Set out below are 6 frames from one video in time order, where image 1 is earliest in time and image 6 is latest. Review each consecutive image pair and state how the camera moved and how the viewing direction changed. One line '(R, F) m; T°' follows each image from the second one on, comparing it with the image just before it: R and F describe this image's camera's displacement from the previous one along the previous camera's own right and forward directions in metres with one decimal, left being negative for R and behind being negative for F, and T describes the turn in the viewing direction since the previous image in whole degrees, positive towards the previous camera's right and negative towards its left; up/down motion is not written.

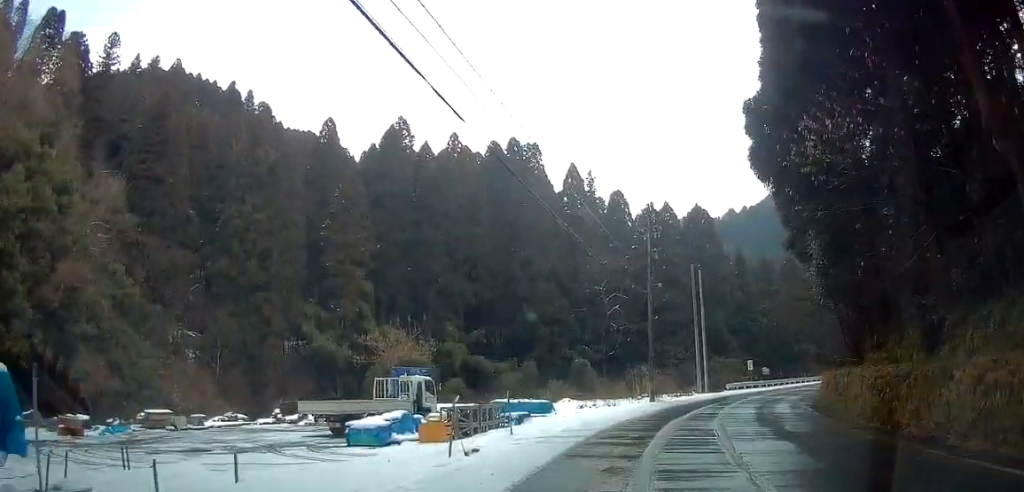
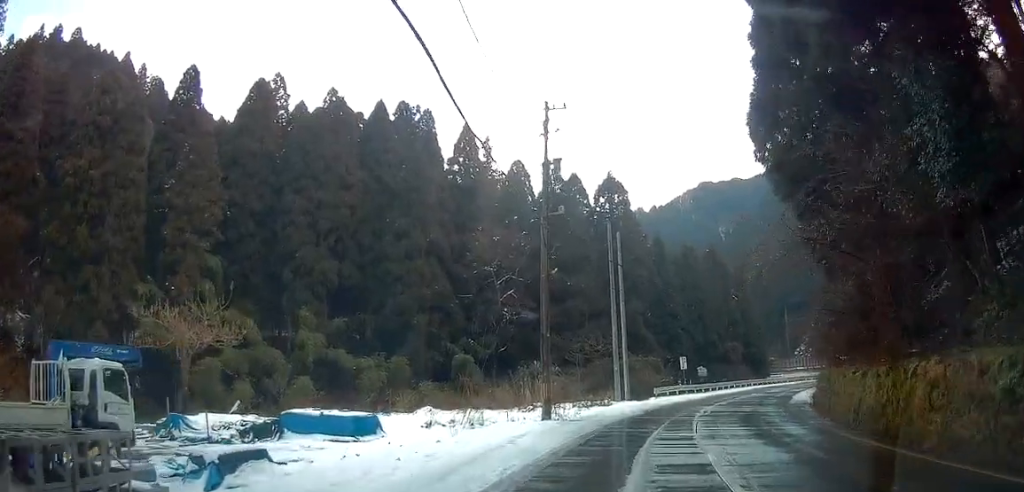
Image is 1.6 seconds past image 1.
(+0.7, +16.7) m; +8°
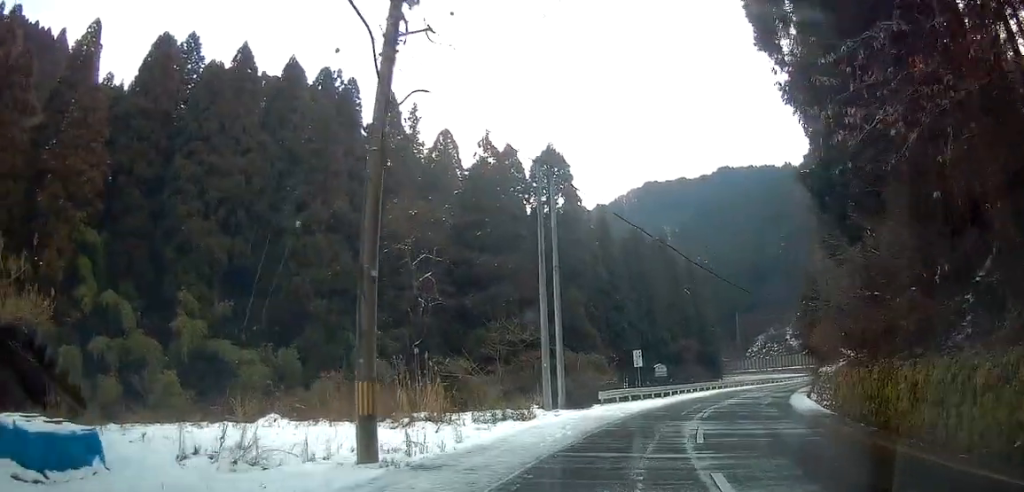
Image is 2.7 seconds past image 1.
(+1.0, +12.6) m; +7°
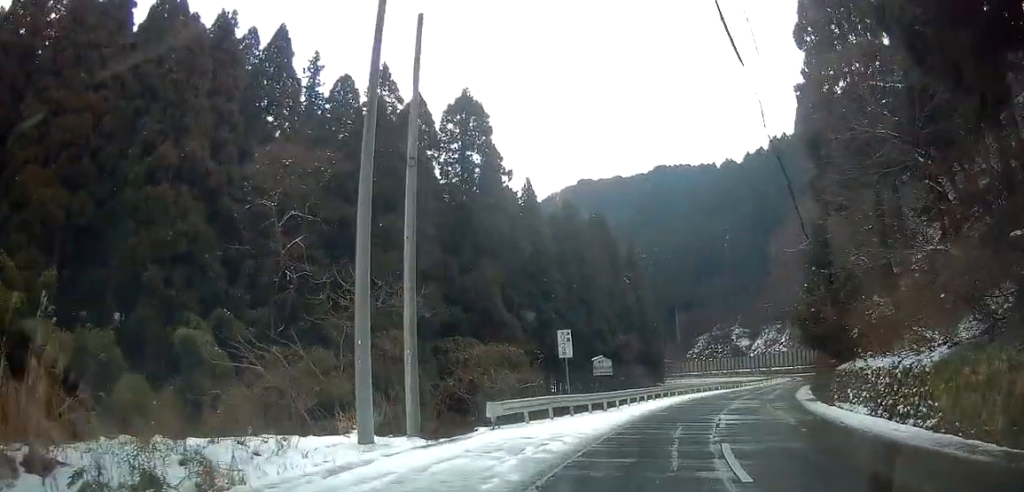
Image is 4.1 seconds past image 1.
(+0.9, +16.1) m; +6°
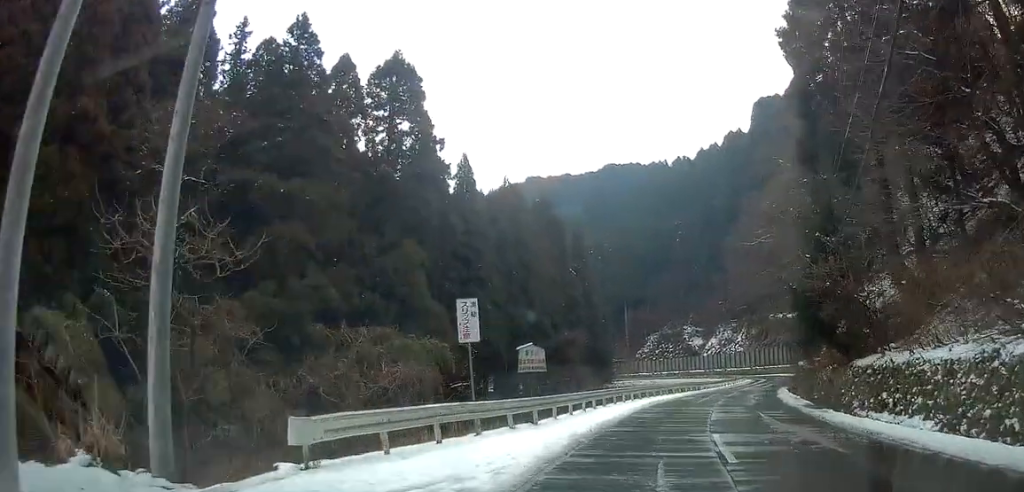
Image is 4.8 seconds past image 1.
(+0.2, +8.3) m; +4°
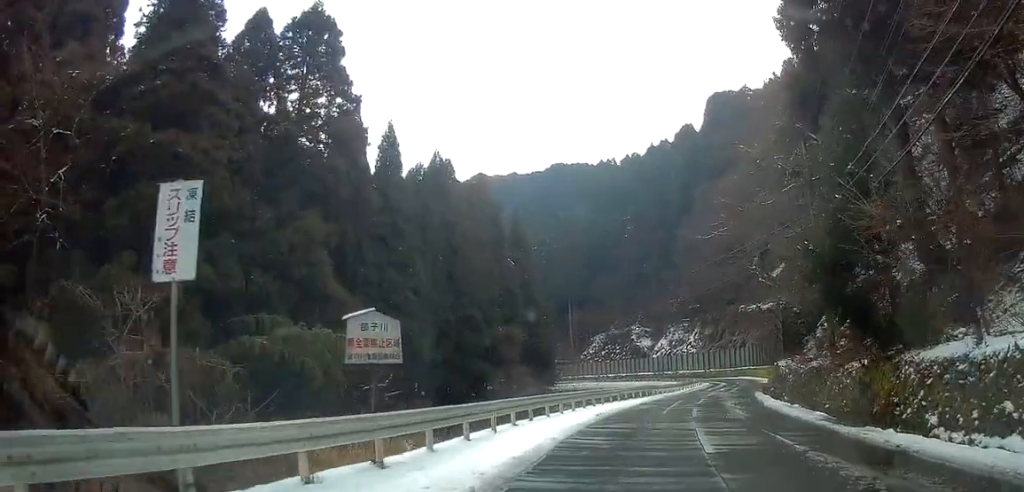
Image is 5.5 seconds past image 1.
(-0.1, +8.9) m; +7°
